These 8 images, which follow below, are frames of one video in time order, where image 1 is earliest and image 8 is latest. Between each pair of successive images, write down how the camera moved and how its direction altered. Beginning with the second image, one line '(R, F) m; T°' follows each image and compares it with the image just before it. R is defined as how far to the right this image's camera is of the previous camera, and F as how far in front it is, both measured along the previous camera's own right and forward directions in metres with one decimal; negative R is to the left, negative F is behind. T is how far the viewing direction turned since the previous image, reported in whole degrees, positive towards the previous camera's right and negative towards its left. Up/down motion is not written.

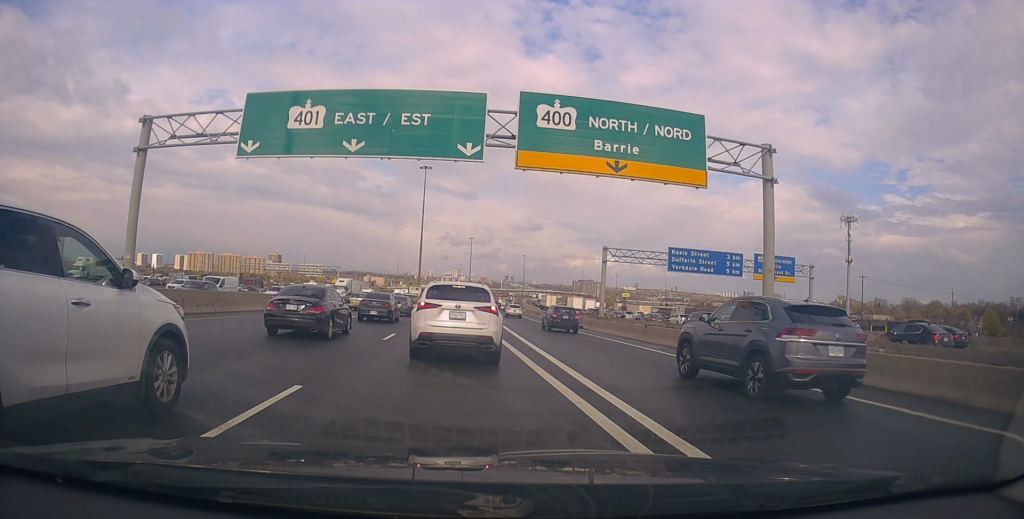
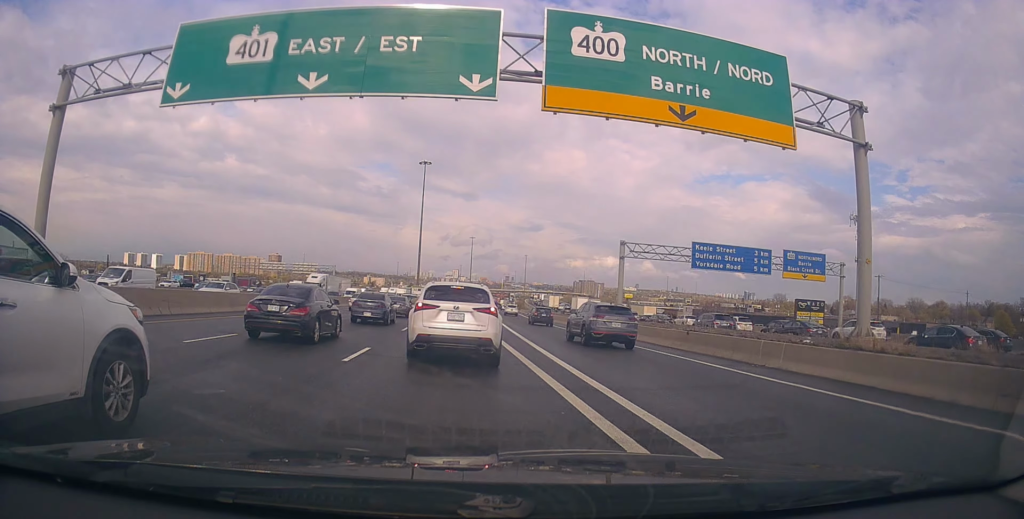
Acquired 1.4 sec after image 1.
(-0.2, +5.7) m; -1°
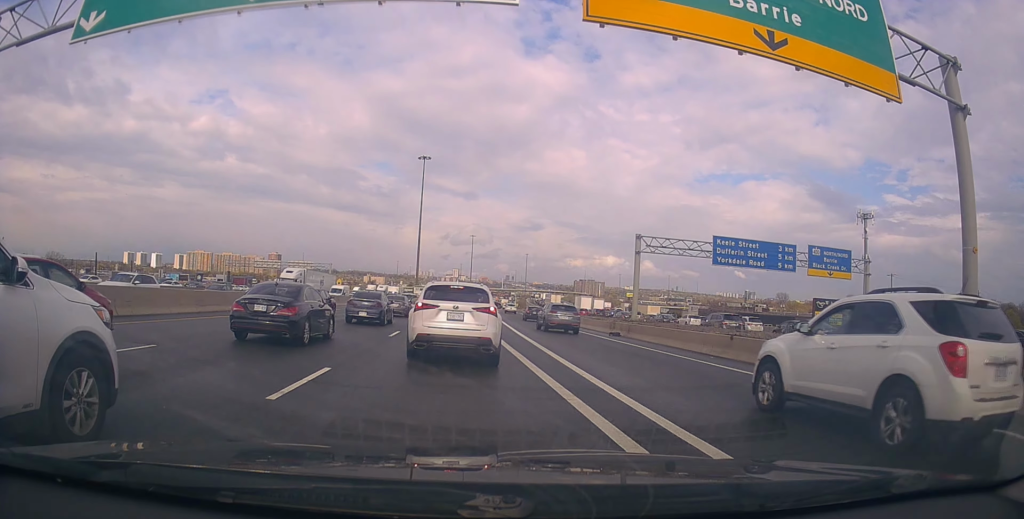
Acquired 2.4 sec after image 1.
(+0.1, +4.2) m; +2°
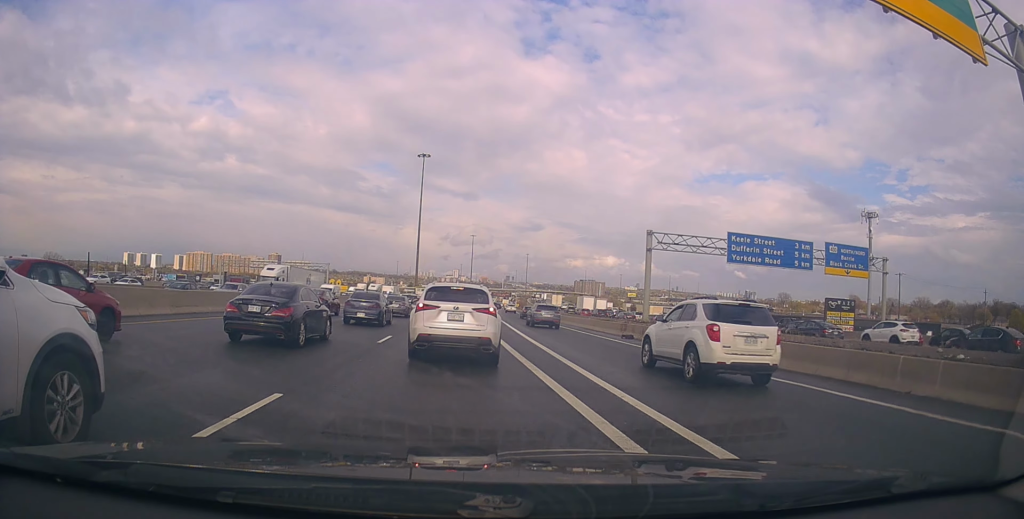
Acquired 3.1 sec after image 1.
(0.0, +2.6) m; -1°
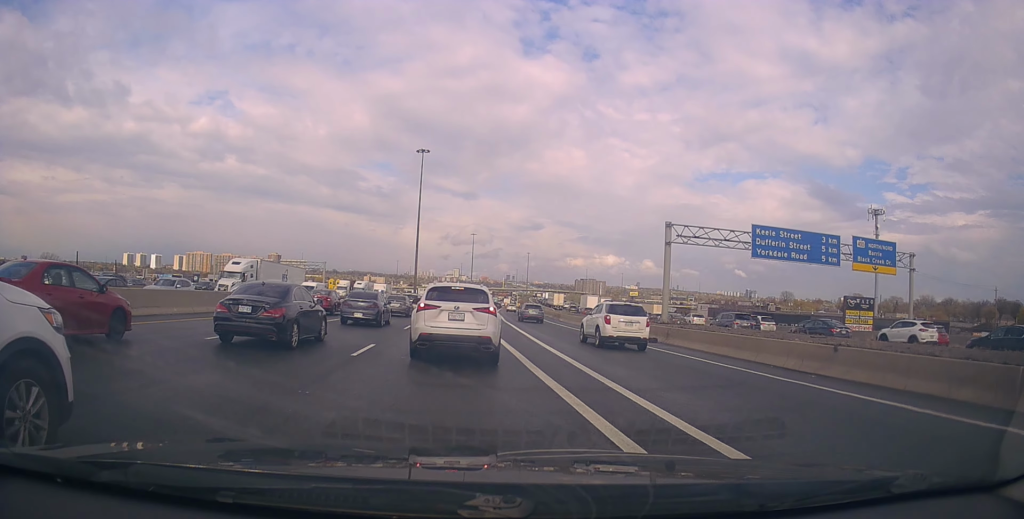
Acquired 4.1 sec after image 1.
(-0.1, +3.8) m; 0°
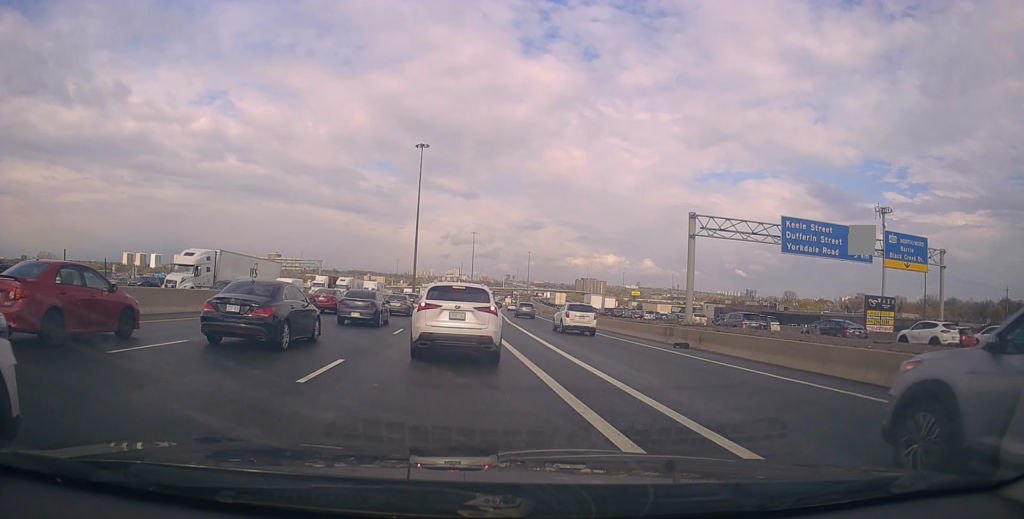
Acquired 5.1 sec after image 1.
(0.0, +3.8) m; +1°
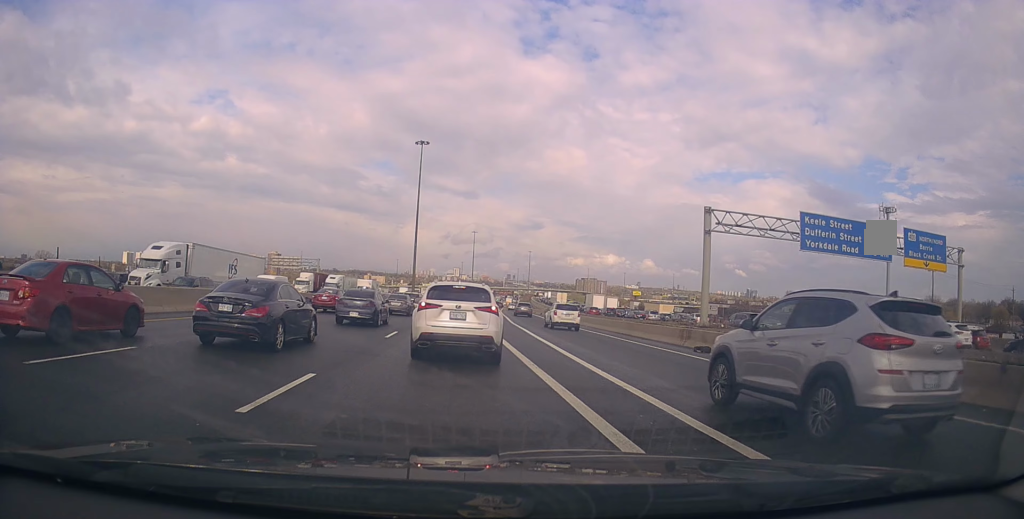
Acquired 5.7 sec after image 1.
(0.0, +2.2) m; 0°
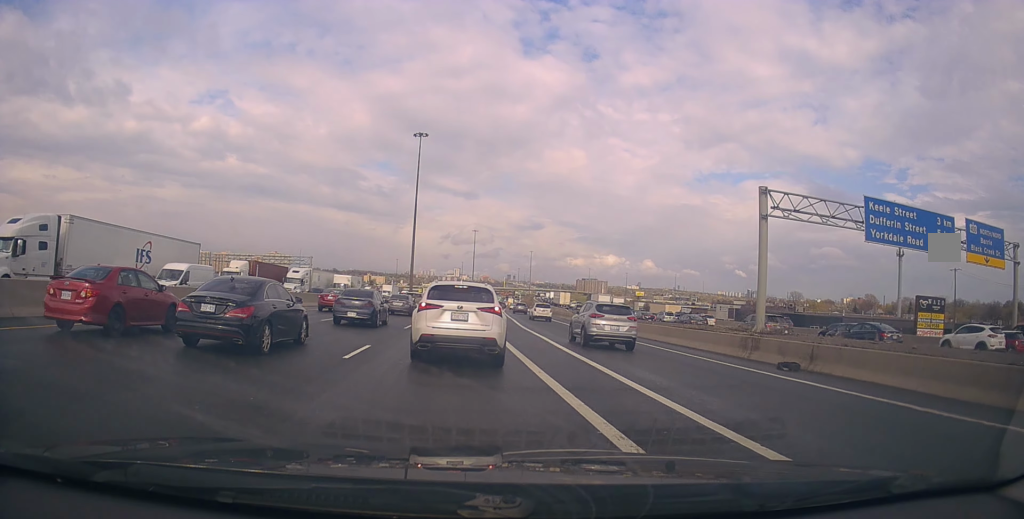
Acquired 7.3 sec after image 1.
(0.0, +6.4) m; -1°
